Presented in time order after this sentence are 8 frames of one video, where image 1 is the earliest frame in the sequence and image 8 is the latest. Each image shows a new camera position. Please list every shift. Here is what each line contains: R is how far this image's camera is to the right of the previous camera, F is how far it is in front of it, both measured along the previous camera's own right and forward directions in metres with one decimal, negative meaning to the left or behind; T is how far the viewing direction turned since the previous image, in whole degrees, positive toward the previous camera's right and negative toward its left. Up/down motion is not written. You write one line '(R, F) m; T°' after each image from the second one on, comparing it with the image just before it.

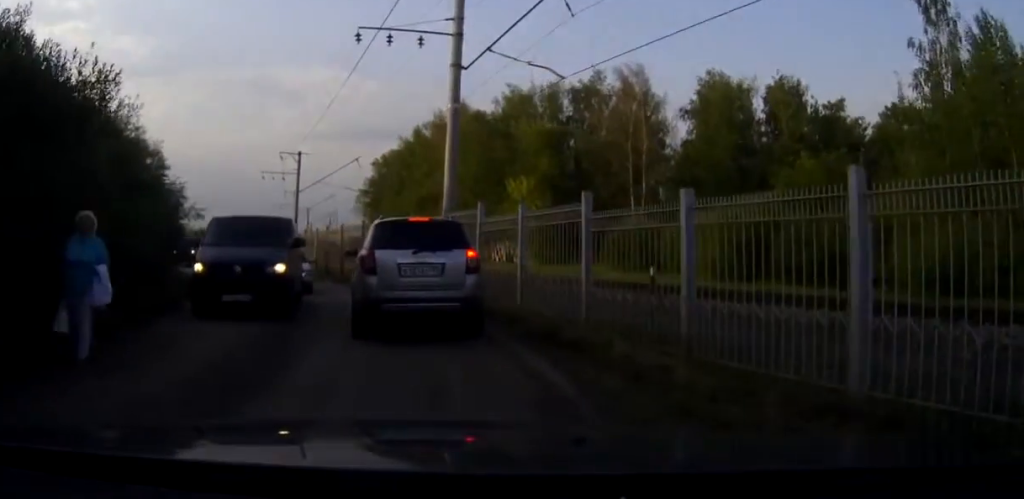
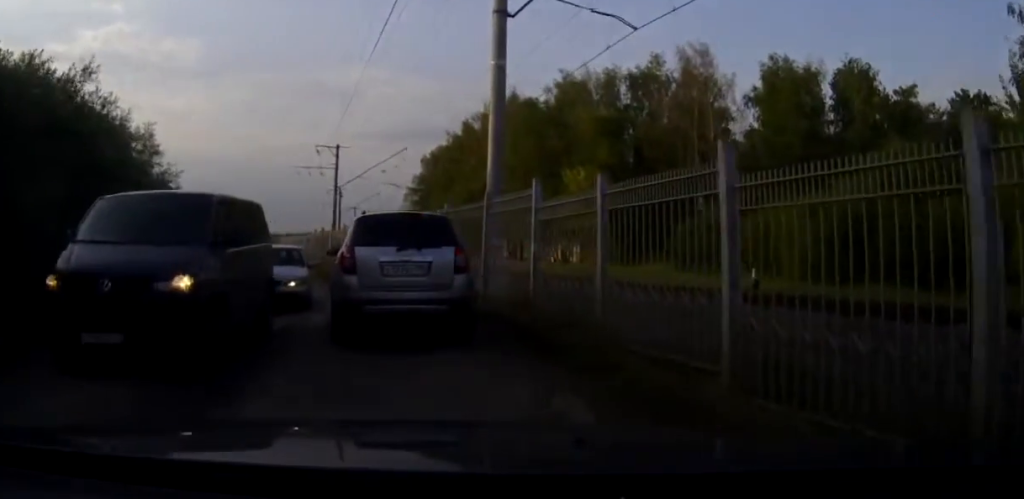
(-0.2, +5.7) m; -4°
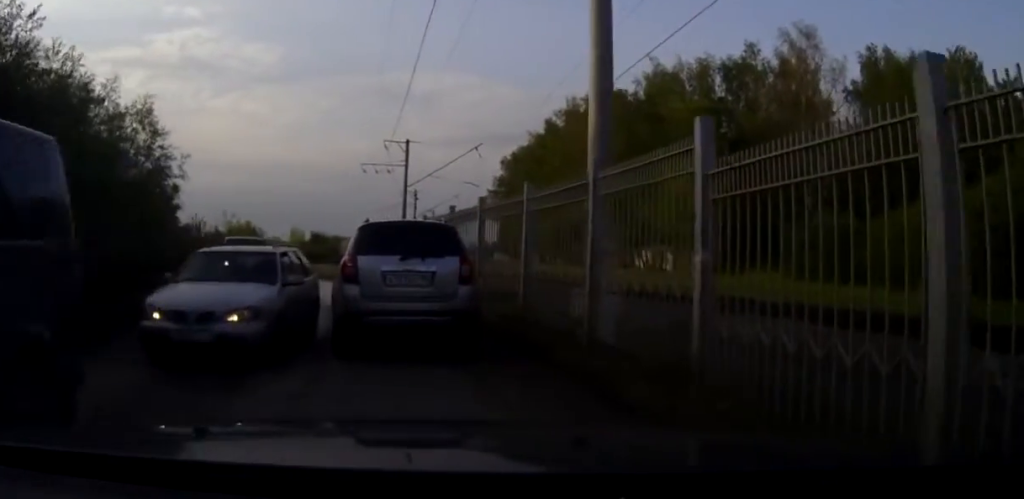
(-0.3, +6.6) m; -6°
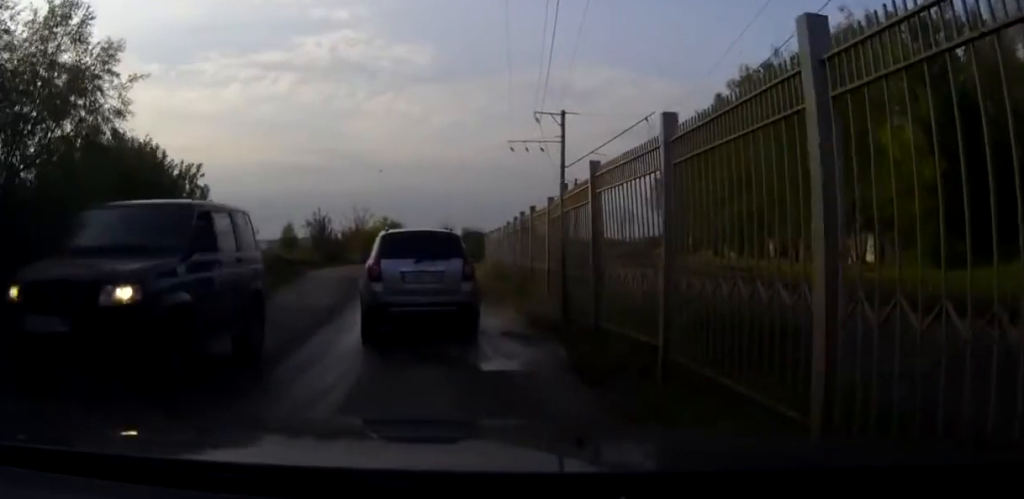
(-1.6, +10.9) m; -16°
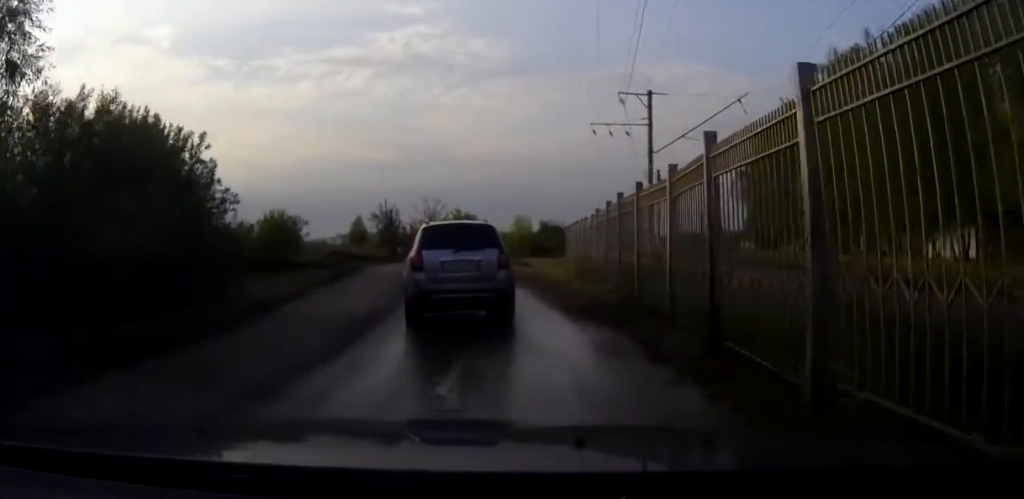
(-0.1, +4.1) m; -3°
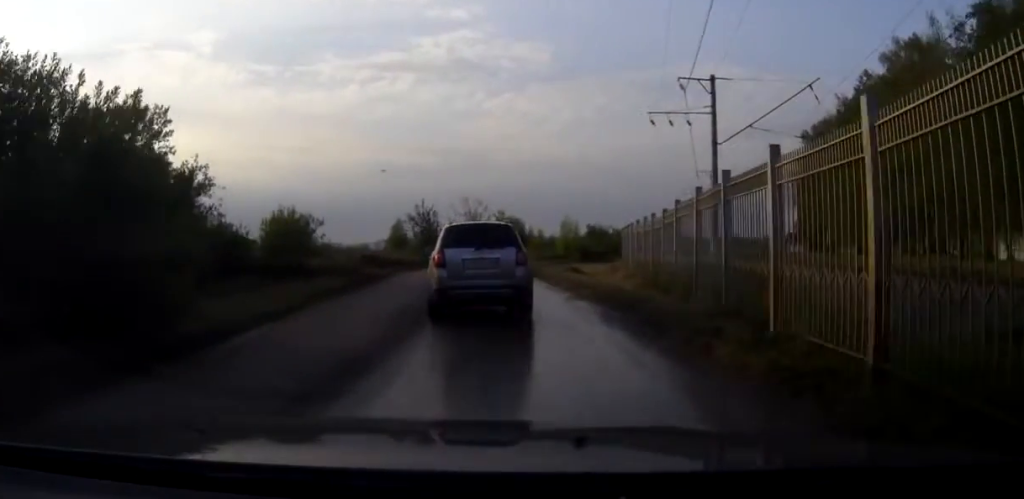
(-0.1, +5.0) m; -1°
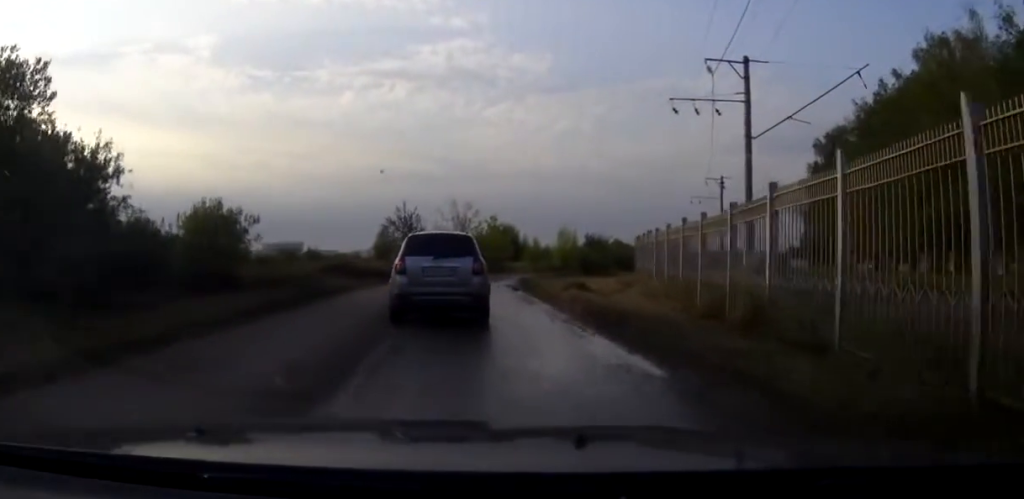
(-0.1, +6.7) m; 0°
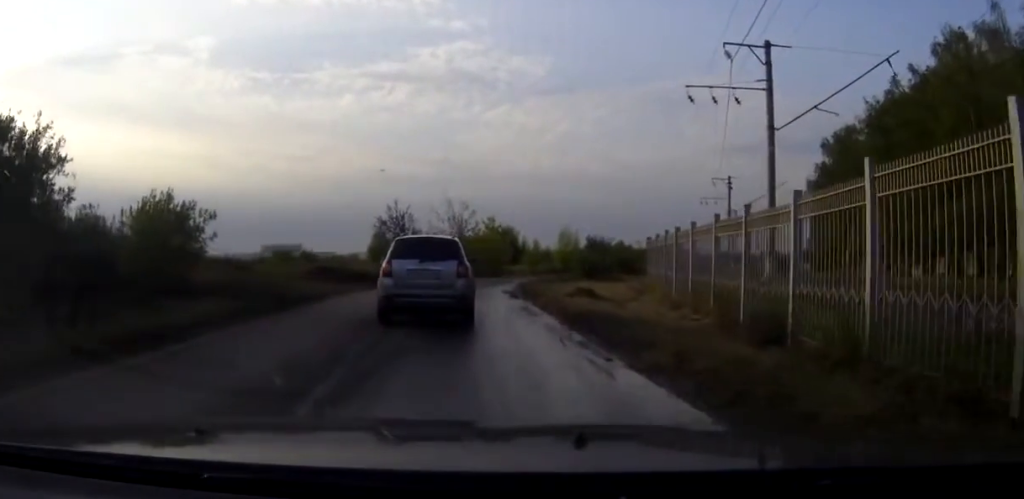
(0.0, +3.4) m; 0°
